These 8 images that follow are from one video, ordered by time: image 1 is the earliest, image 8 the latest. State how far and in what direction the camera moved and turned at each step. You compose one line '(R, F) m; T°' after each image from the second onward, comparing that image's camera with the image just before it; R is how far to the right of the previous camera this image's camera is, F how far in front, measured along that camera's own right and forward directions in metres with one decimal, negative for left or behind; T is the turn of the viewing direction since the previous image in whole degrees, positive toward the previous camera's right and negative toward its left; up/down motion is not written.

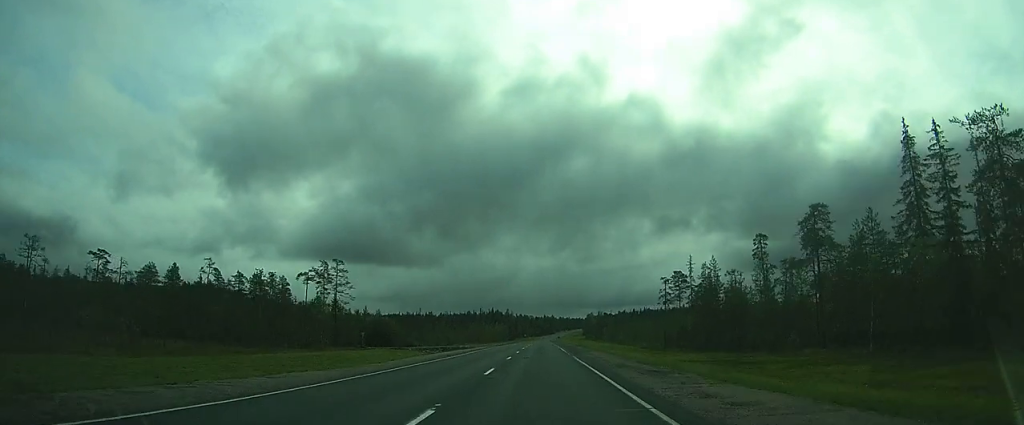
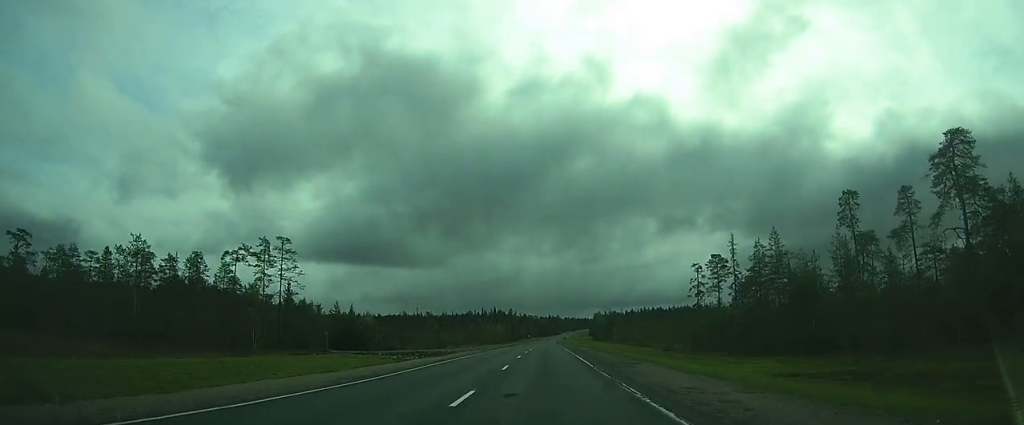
(0.0, +19.5) m; 0°
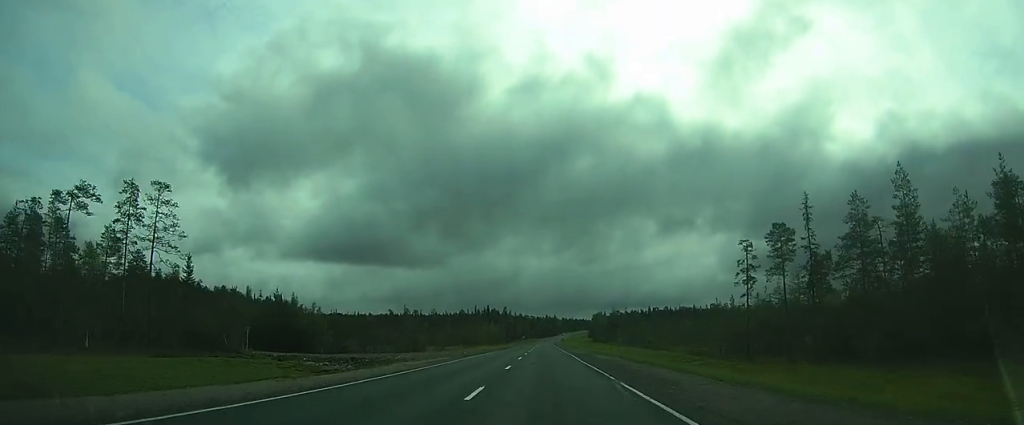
(0.0, +22.6) m; 0°
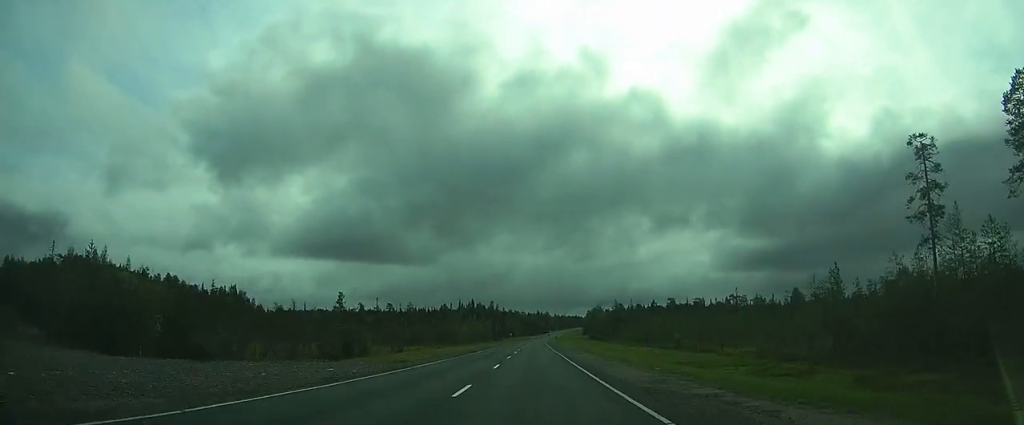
(-0.2, +34.5) m; 0°
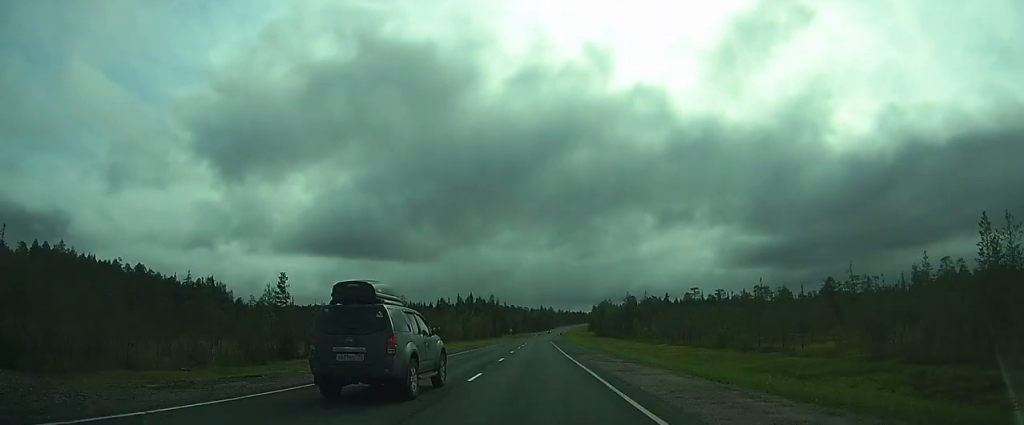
(+0.3, +20.1) m; 0°
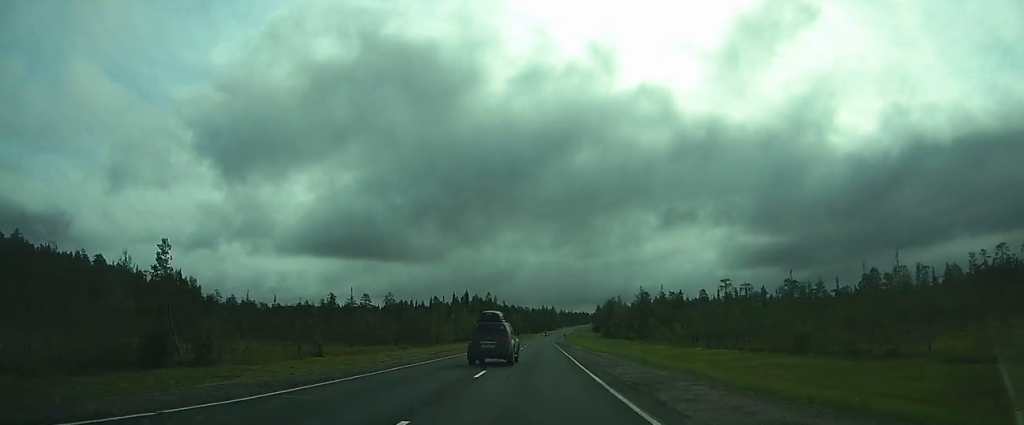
(-0.2, +21.6) m; -1°
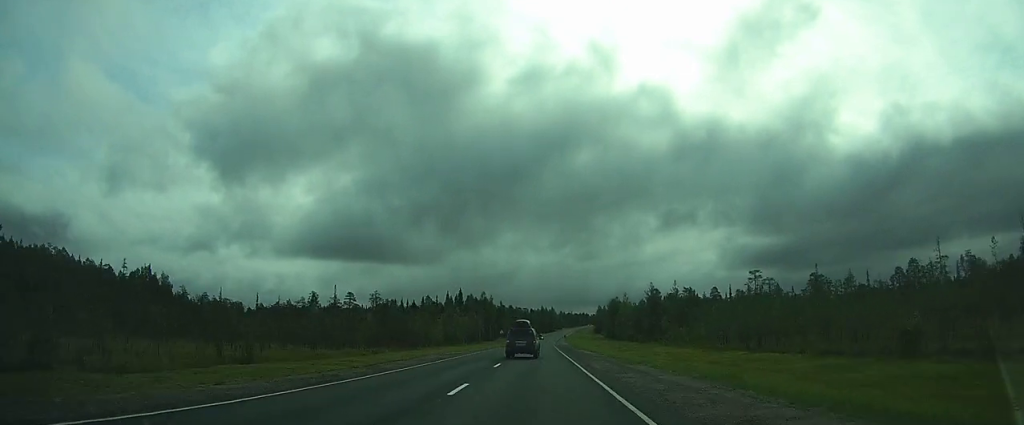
(-0.1, +16.3) m; 0°
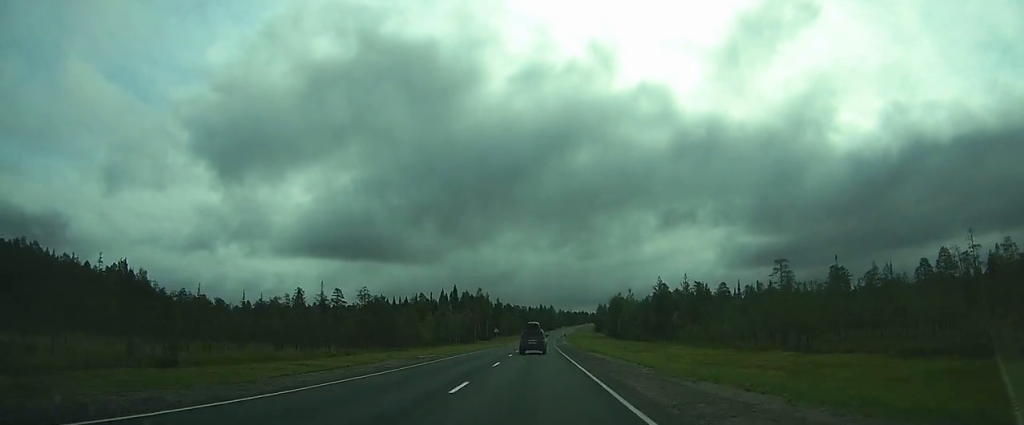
(0.0, +11.1) m; 0°
